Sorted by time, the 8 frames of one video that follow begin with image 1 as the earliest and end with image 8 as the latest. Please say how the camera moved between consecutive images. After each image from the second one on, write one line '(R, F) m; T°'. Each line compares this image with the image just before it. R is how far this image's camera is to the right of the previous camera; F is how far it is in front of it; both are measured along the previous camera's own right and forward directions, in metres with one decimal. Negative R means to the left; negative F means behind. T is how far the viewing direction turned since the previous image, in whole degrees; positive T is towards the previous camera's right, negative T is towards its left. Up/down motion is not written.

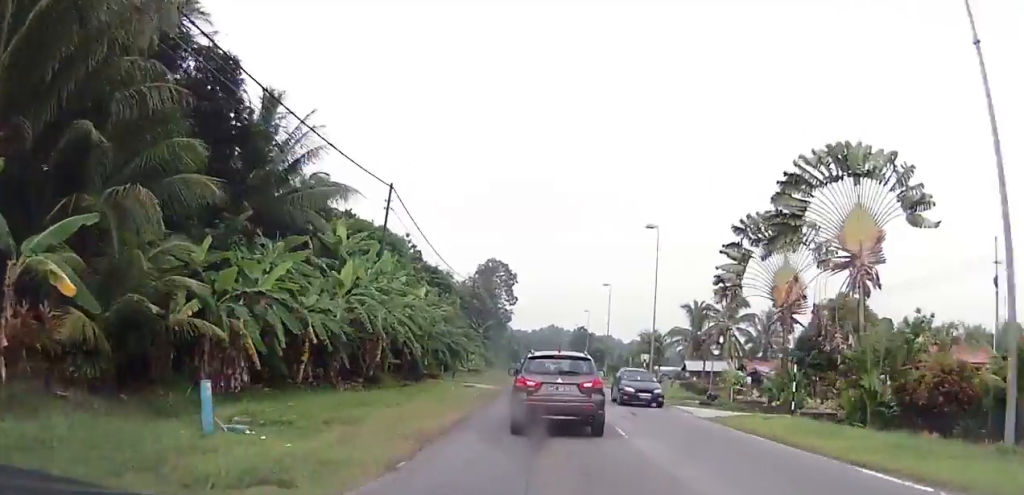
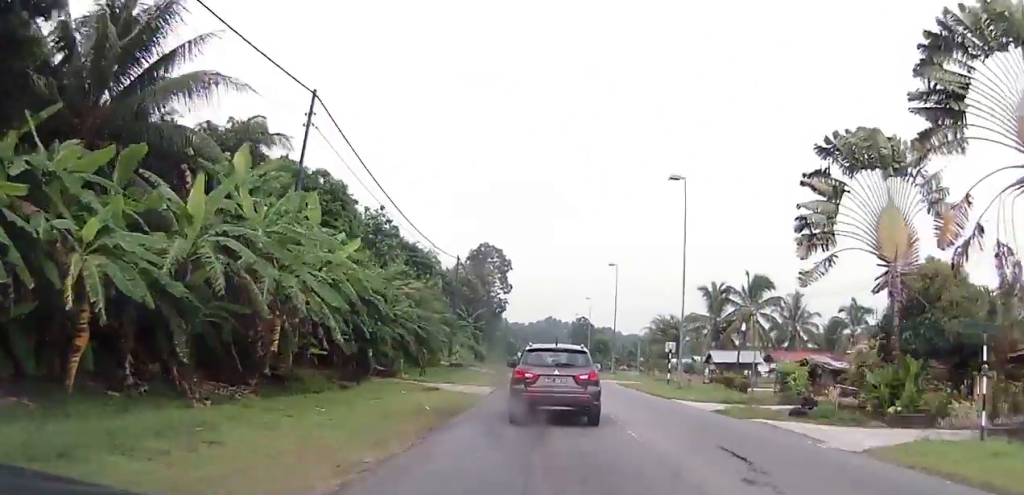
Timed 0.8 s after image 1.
(-0.2, +11.8) m; -1°
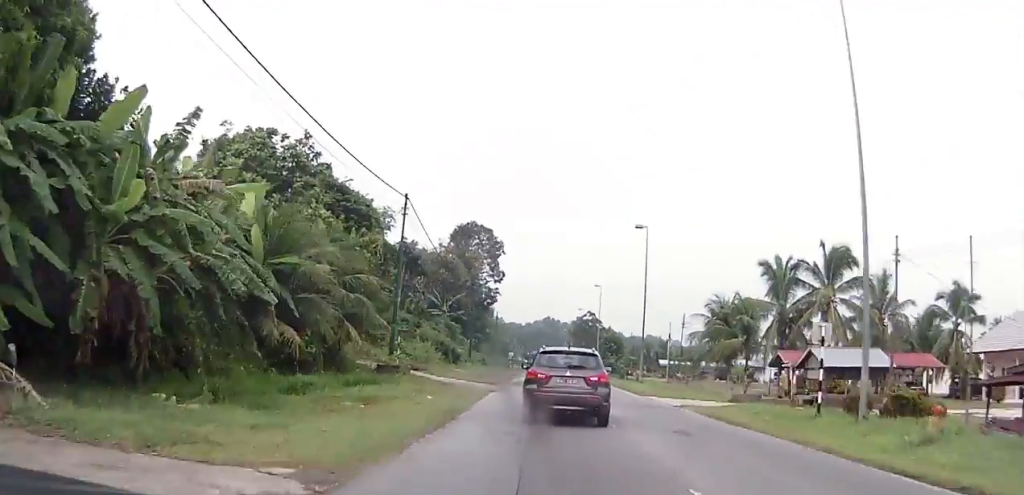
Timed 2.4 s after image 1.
(+0.1, +23.5) m; 0°
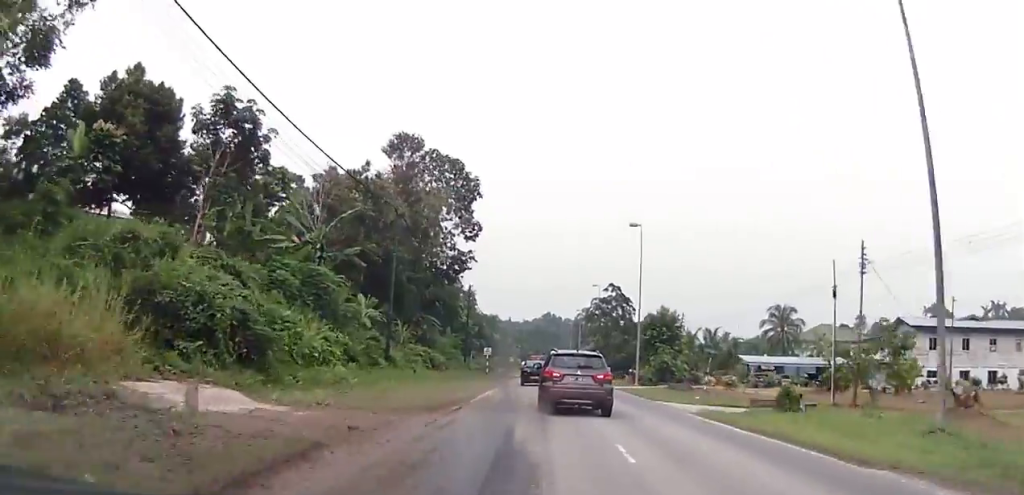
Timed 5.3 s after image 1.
(+1.3, +41.5) m; +2°
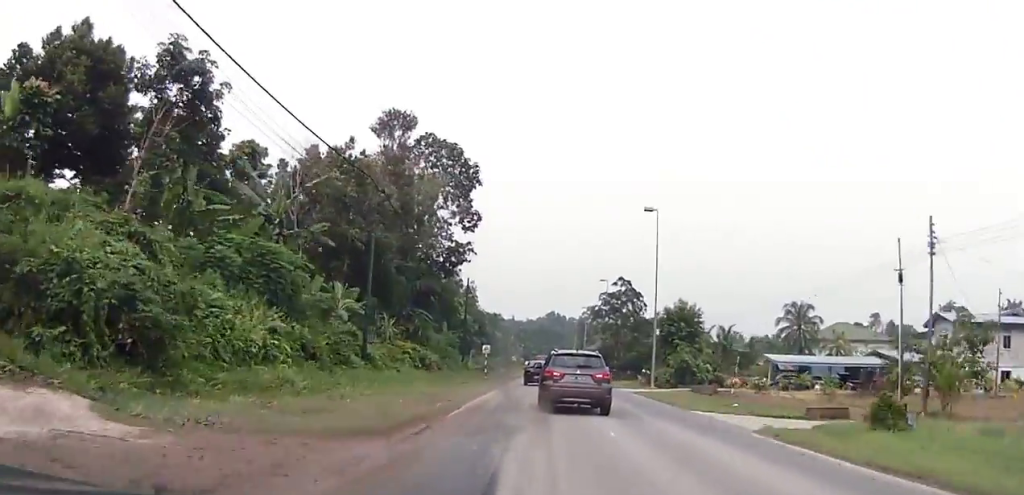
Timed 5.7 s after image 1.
(0.0, +5.7) m; -1°
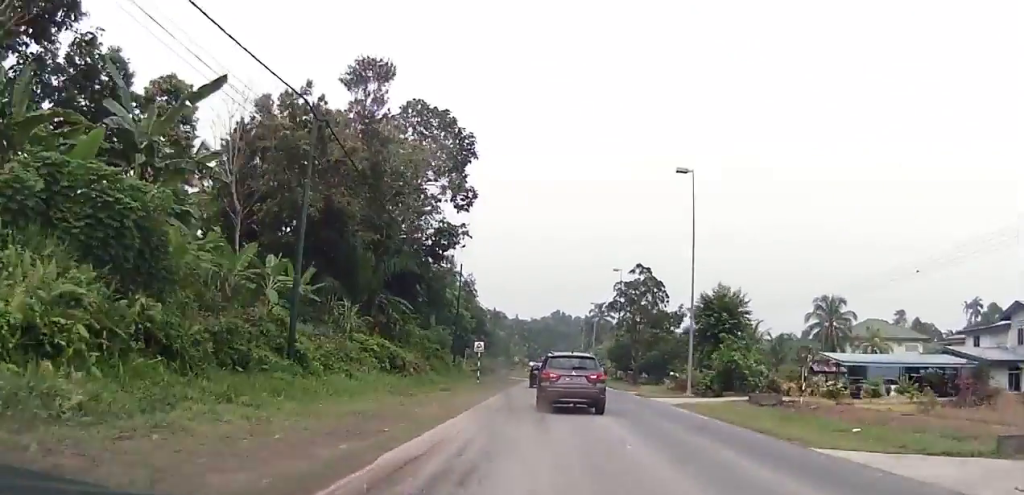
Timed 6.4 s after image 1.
(-0.3, +10.1) m; -1°
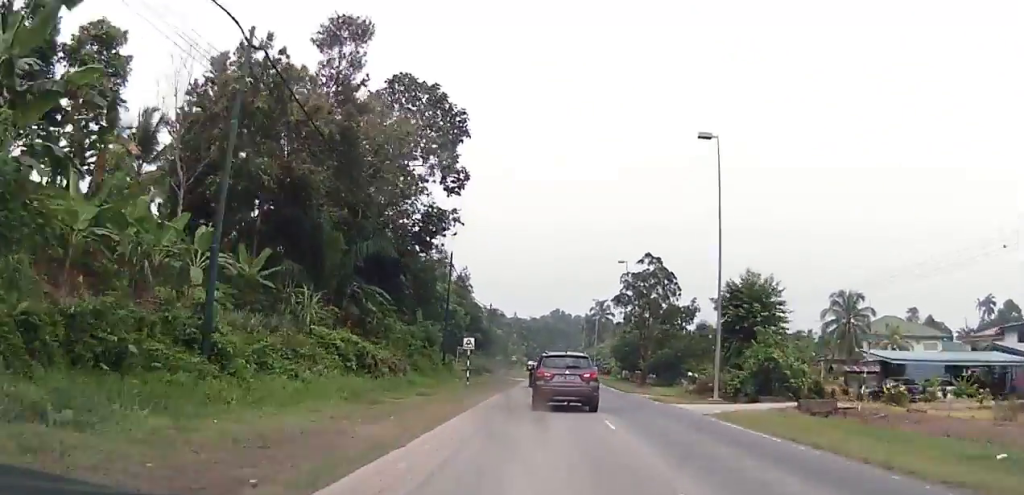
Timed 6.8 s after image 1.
(0.0, +5.9) m; 0°
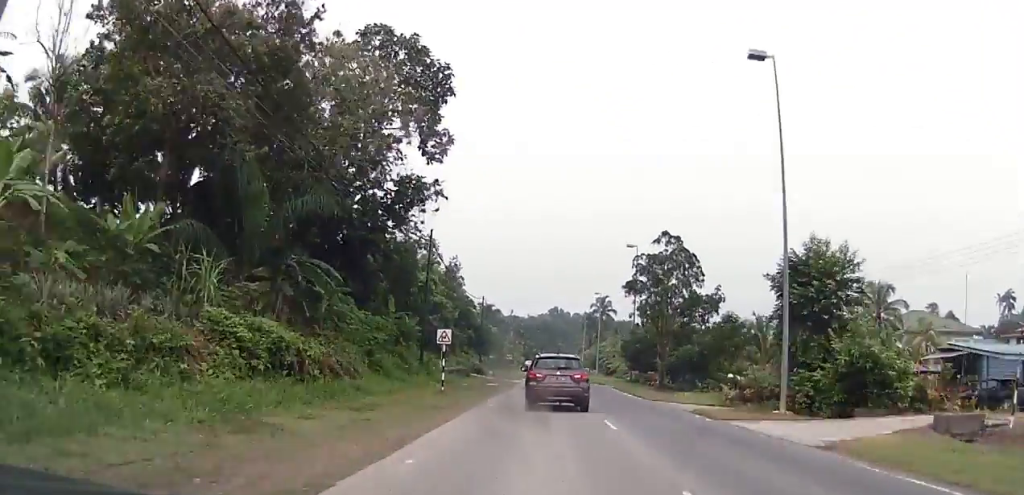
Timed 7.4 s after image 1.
(+0.1, +8.8) m; 0°
